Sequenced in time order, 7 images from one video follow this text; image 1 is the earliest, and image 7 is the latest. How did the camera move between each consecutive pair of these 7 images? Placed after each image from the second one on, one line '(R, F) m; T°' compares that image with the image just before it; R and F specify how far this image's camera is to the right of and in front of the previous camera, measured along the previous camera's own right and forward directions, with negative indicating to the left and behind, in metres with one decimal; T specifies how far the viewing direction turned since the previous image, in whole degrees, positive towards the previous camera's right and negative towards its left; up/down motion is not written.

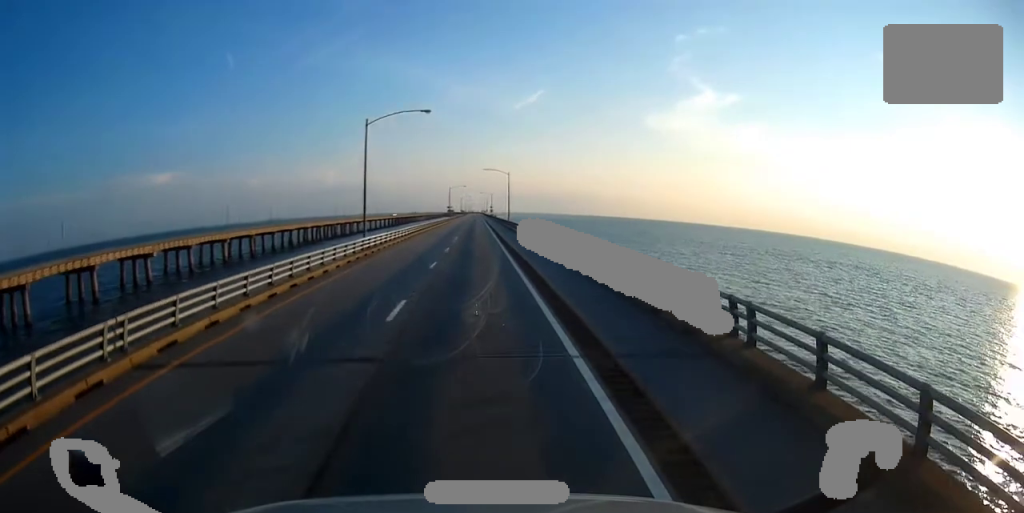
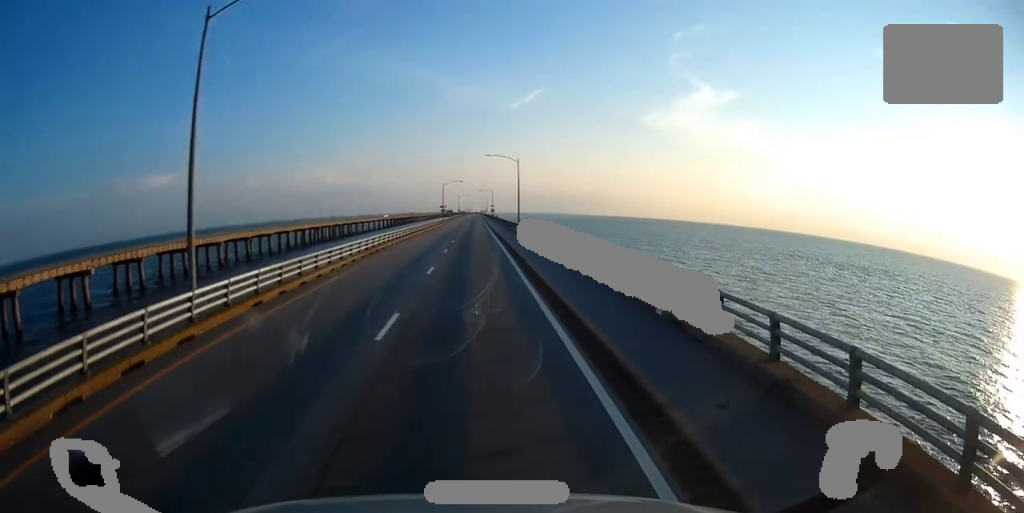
(+0.1, +25.8) m; -1°
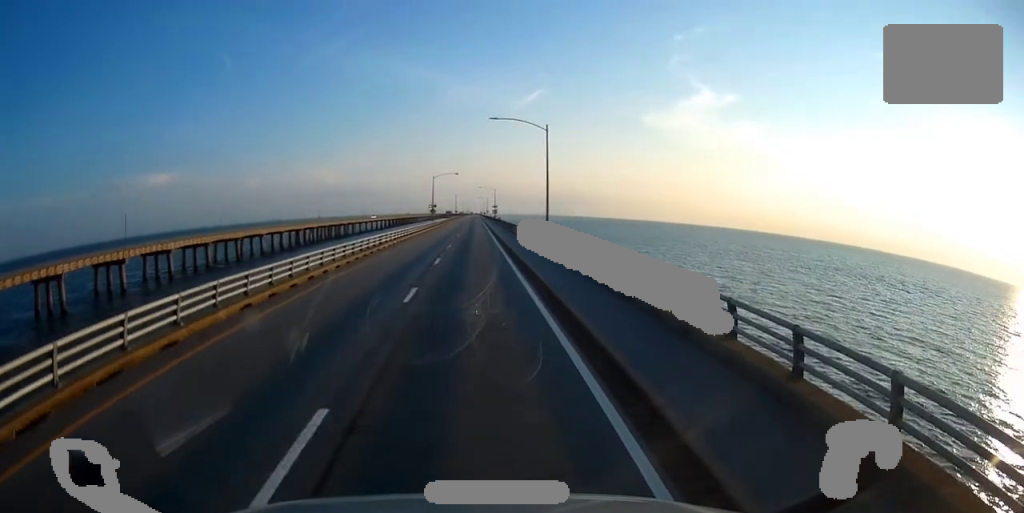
(-0.7, +30.9) m; -1°
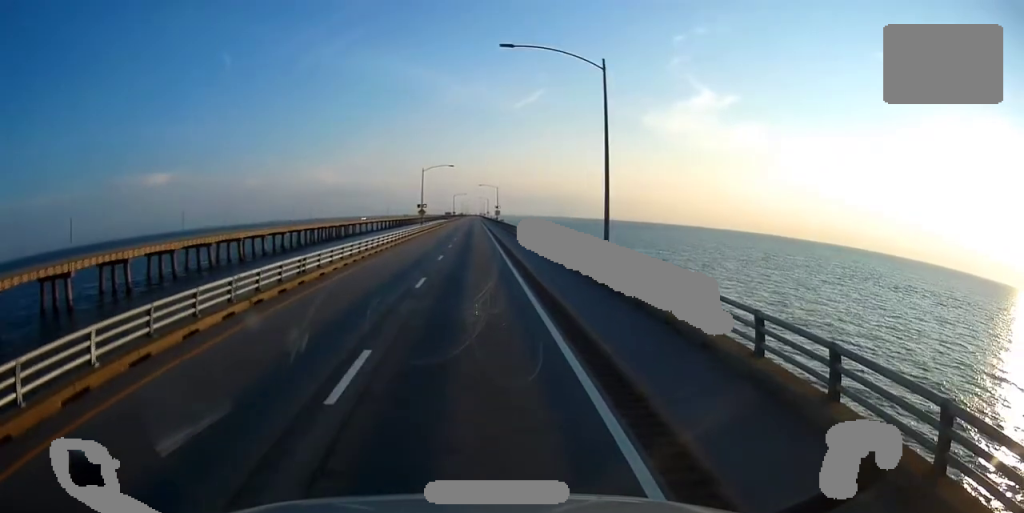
(+0.3, +20.6) m; +1°
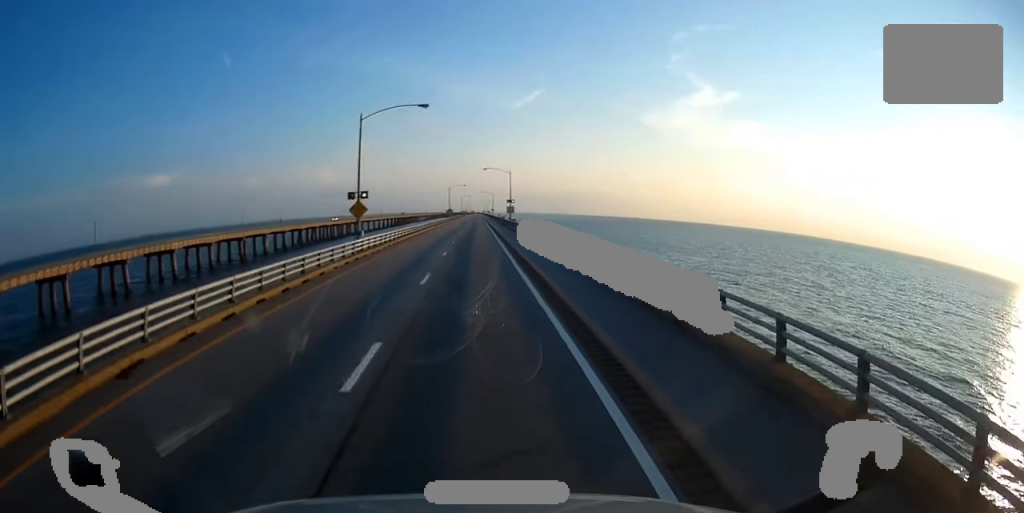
(+0.4, +47.3) m; 0°
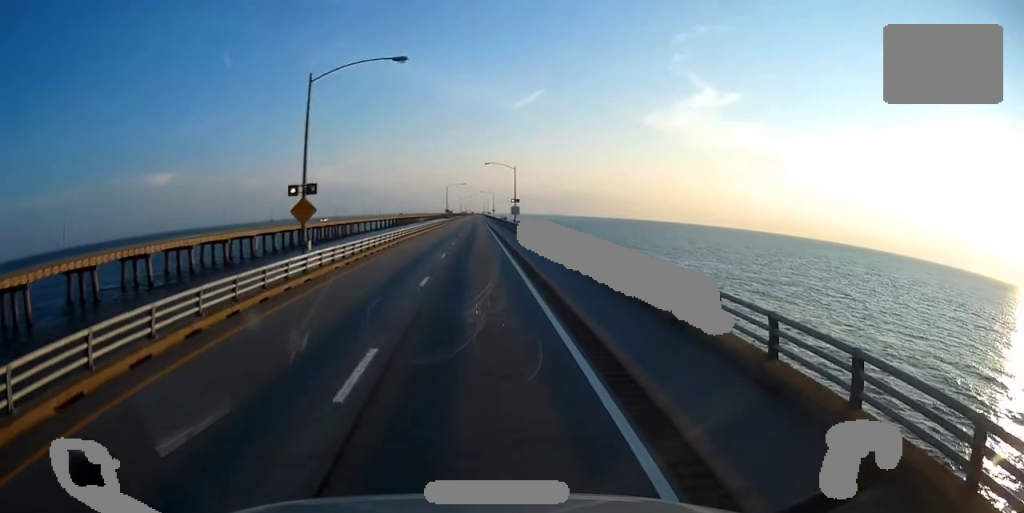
(-0.2, +12.3) m; 0°
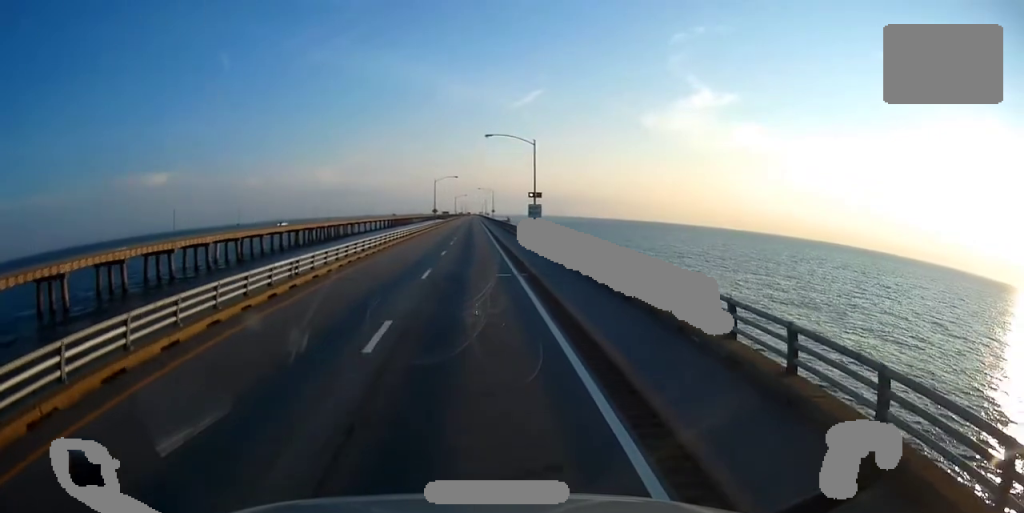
(+0.3, +32.8) m; +1°
